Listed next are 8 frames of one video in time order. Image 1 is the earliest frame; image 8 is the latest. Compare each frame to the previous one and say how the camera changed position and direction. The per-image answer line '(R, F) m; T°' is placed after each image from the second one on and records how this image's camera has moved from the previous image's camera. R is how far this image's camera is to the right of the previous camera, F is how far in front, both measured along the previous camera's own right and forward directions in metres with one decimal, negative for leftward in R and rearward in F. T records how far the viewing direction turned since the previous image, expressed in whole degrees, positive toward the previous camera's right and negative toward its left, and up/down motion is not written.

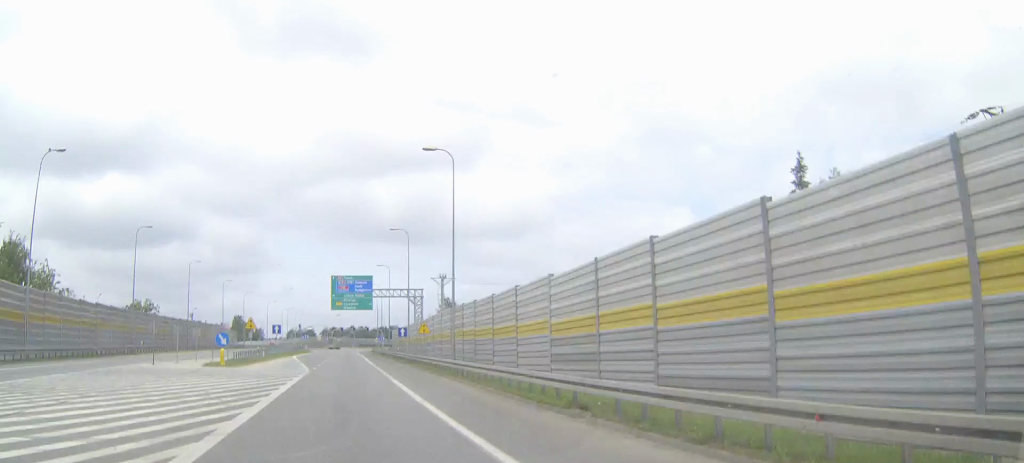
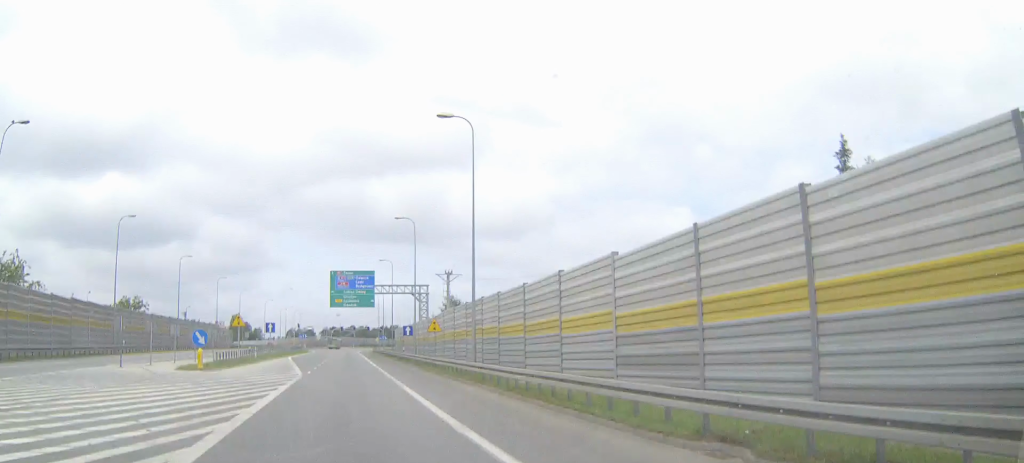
(0.0, +6.2) m; 0°
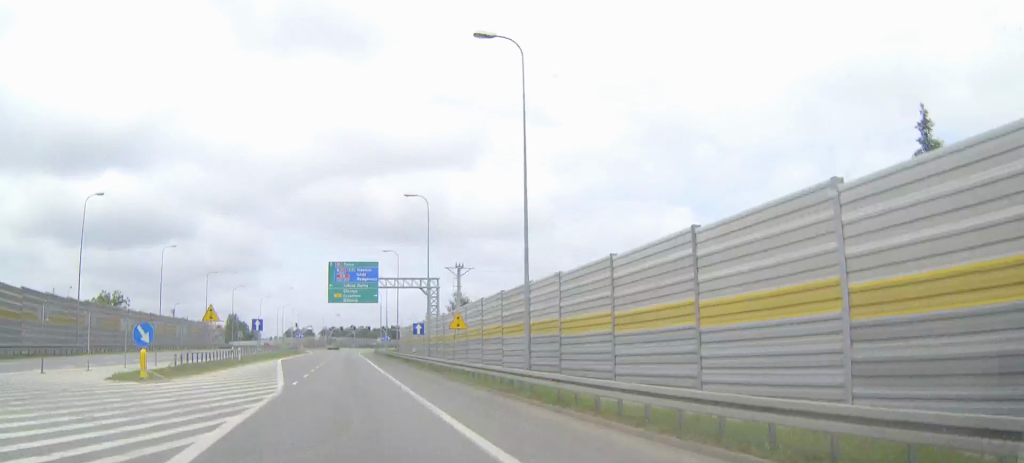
(0.0, +9.9) m; 0°
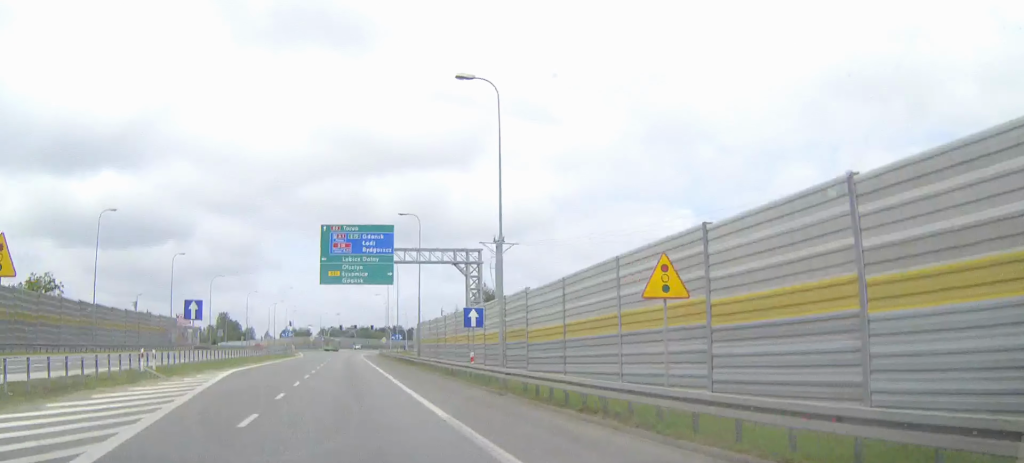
(0.0, +24.5) m; 0°
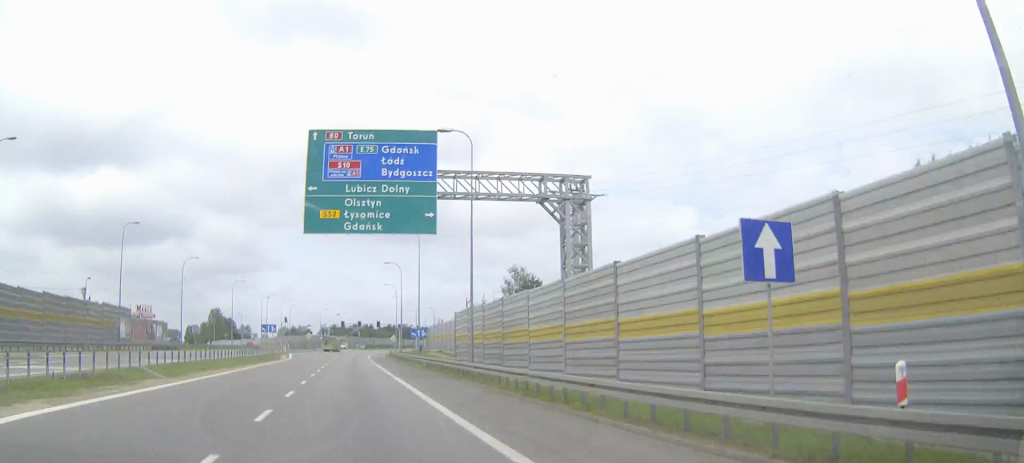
(0.0, +23.5) m; 0°
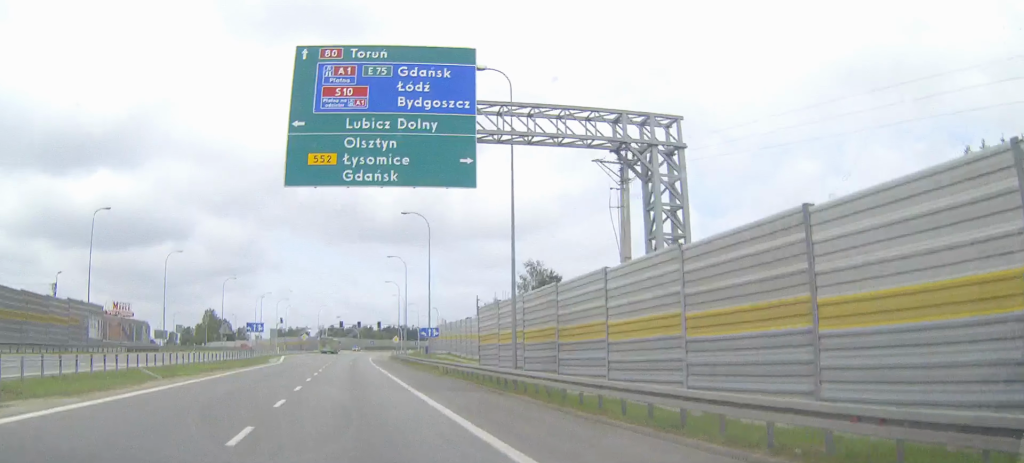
(0.0, +9.0) m; 0°
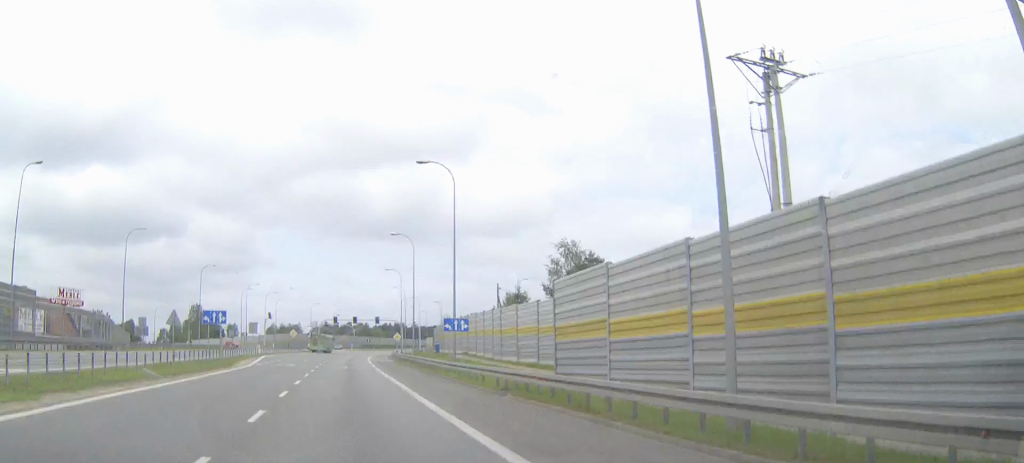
(0.0, +15.6) m; 0°
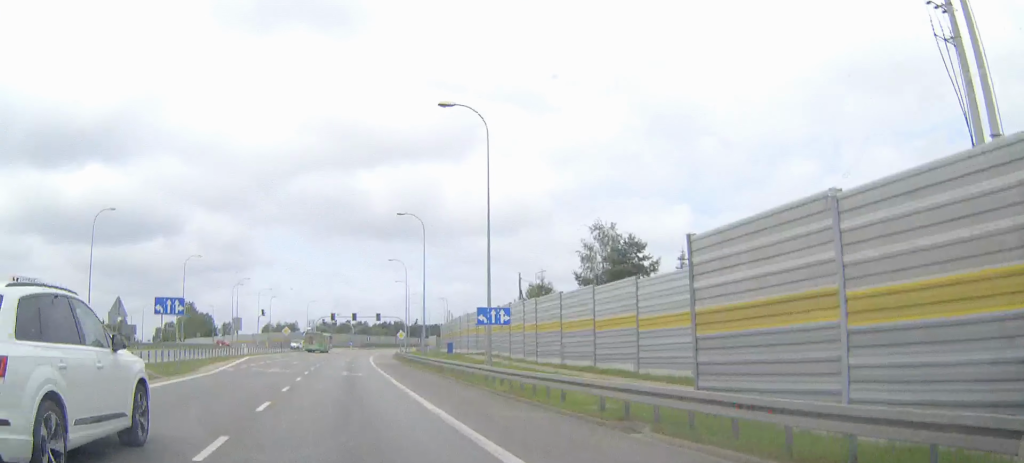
(0.0, +10.8) m; 0°
